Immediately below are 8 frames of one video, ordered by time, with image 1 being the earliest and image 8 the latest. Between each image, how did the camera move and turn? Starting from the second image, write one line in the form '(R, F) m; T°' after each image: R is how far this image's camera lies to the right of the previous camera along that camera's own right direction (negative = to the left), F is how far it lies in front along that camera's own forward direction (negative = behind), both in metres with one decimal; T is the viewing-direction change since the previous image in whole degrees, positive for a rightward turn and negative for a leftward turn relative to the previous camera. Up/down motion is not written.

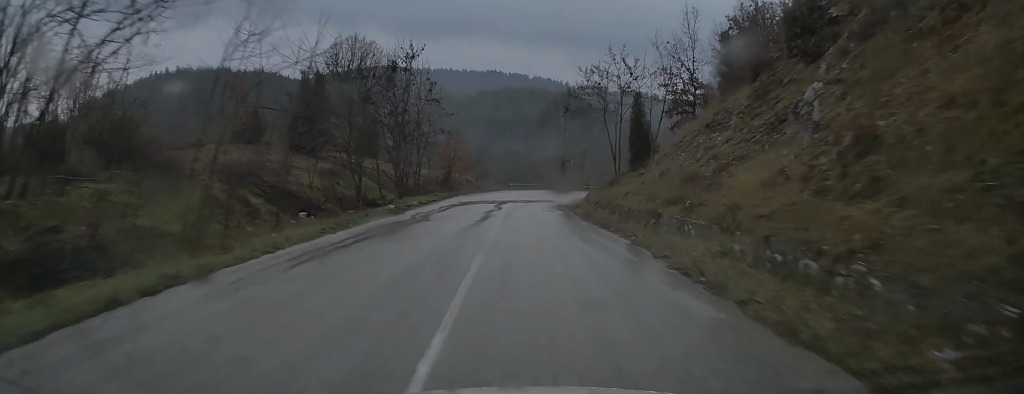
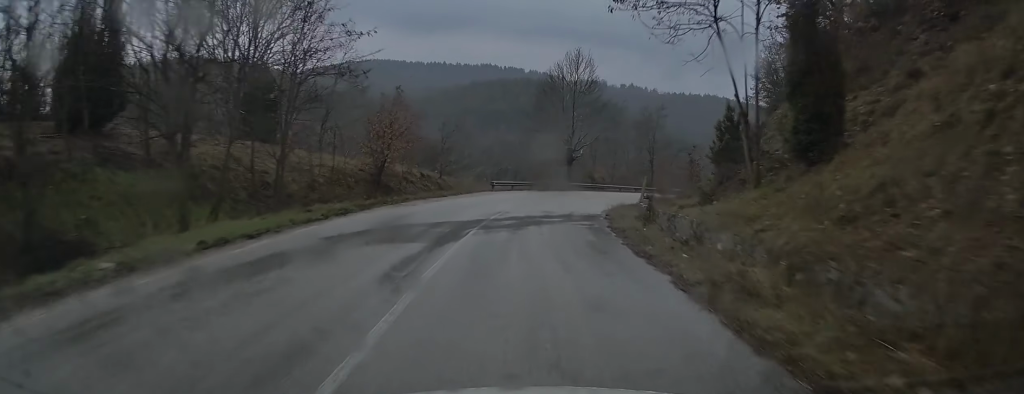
(+0.2, +22.8) m; +1°
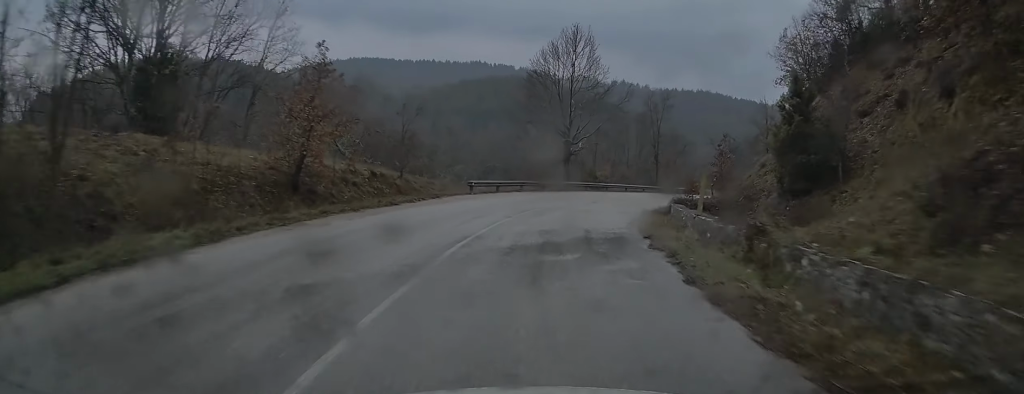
(0.0, +9.9) m; +1°
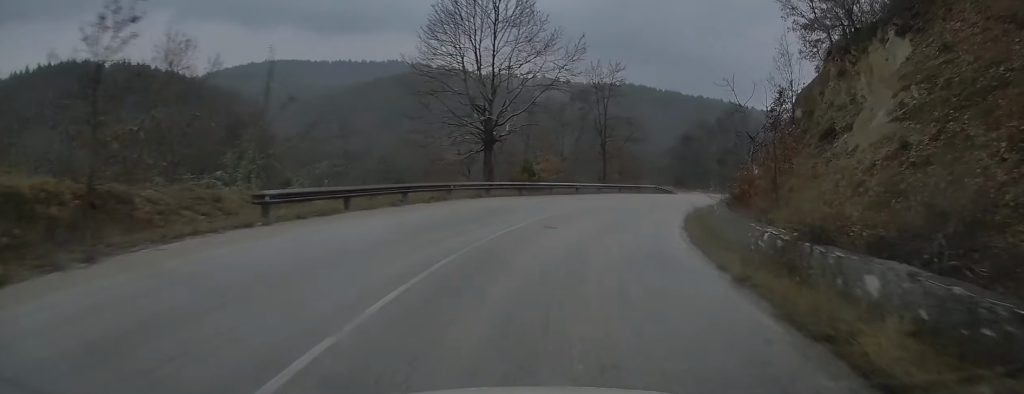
(+0.5, +19.1) m; +5°
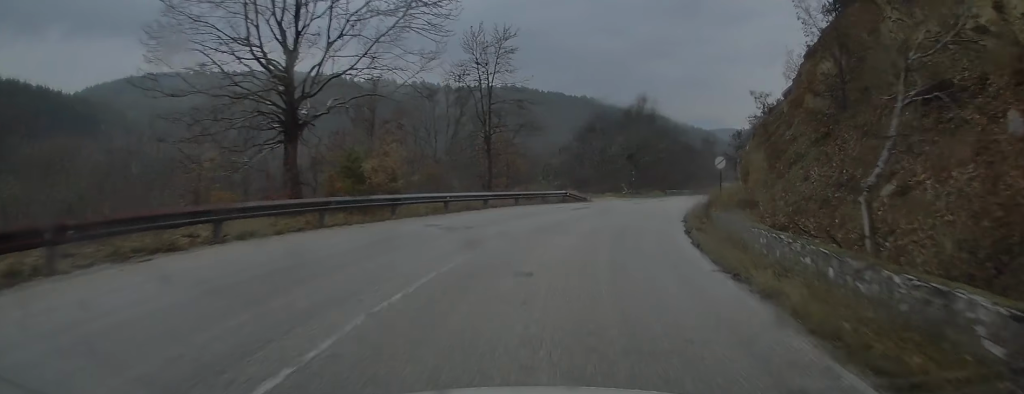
(+1.2, +16.2) m; +8°
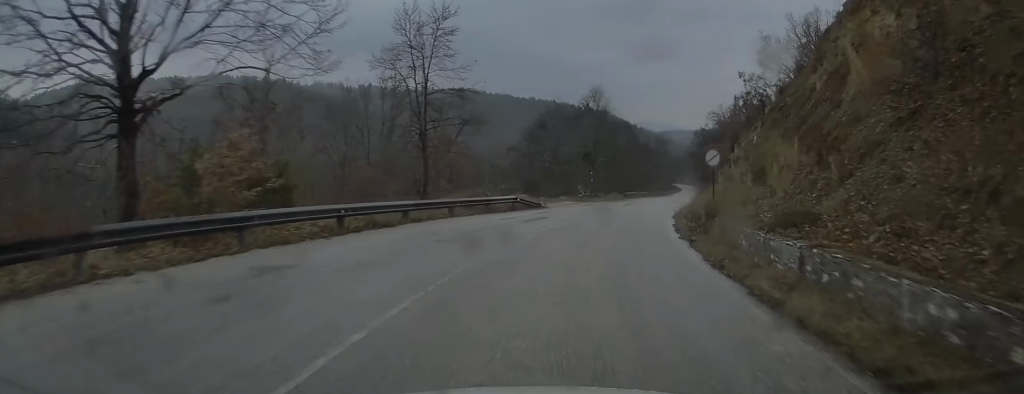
(+0.1, +6.8) m; +4°
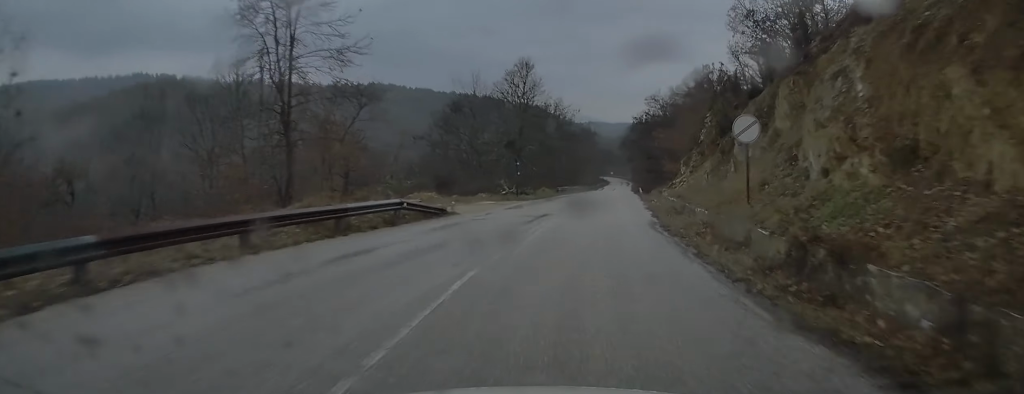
(+0.8, +11.1) m; +6°
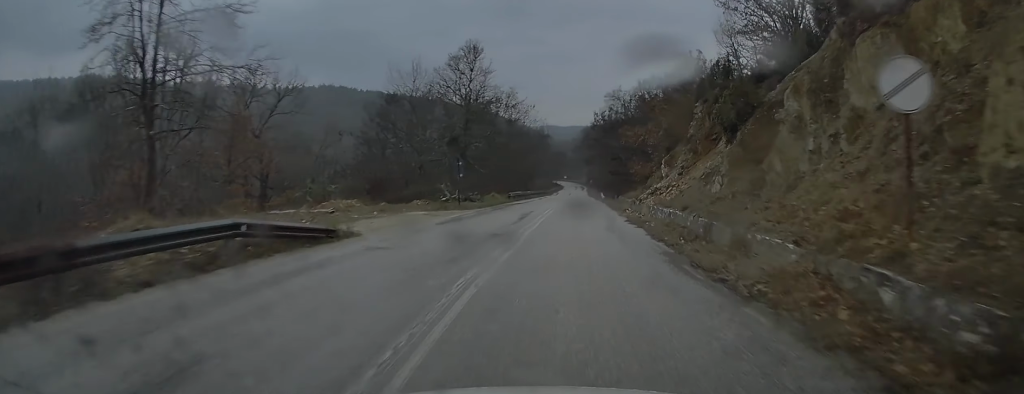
(+0.2, +7.6) m; +4°
